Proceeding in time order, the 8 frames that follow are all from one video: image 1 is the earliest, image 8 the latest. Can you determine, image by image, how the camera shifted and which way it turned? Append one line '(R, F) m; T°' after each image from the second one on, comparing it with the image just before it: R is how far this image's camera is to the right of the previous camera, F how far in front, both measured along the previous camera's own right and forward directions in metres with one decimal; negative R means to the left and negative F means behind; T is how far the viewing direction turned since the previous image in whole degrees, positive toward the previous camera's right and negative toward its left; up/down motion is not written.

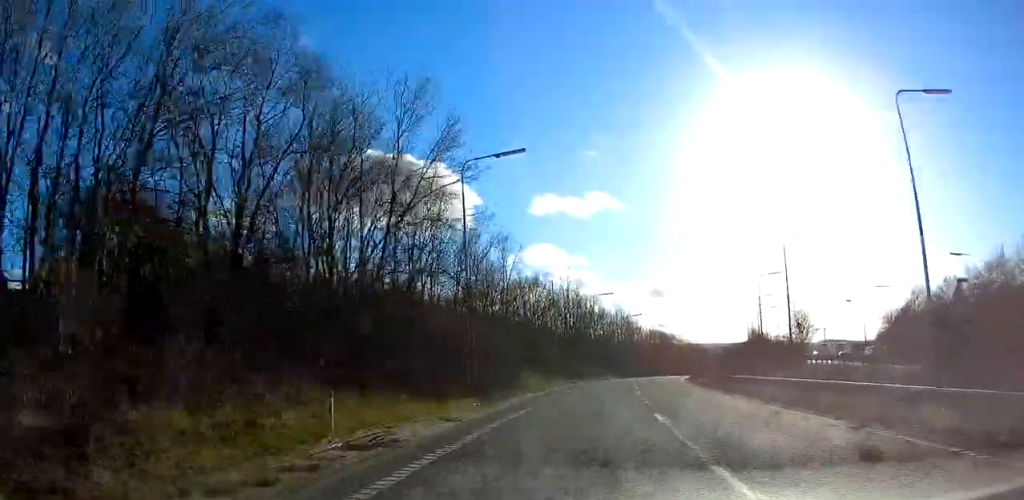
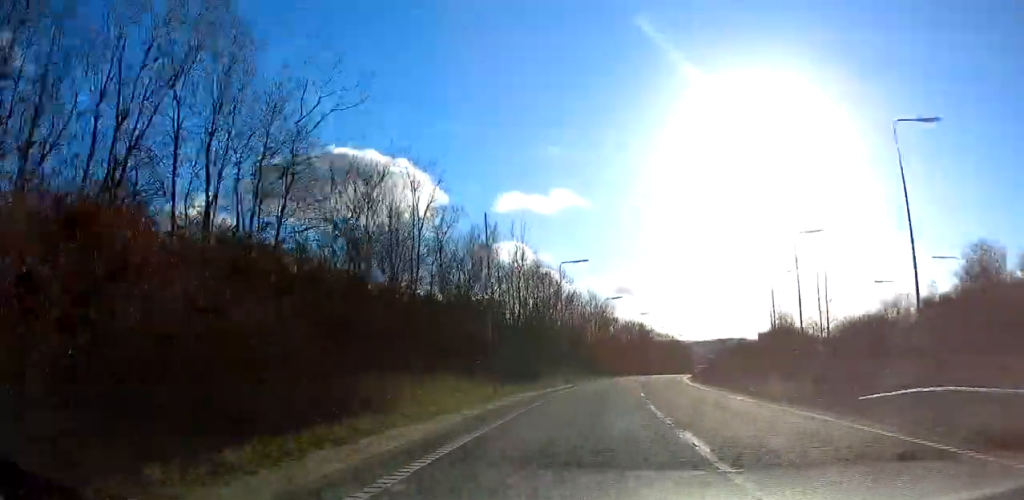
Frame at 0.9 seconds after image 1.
(+0.3, +23.2) m; +2°
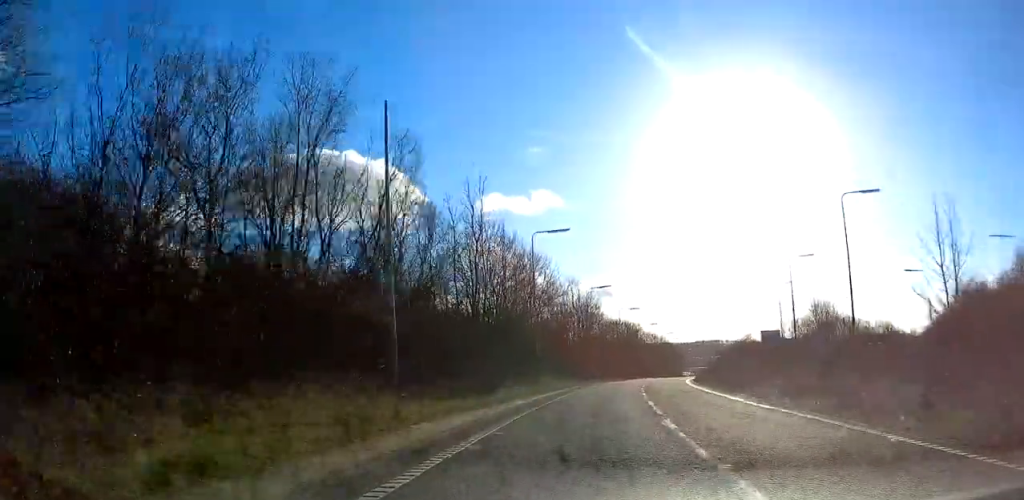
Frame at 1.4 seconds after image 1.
(0.0, +13.7) m; +1°
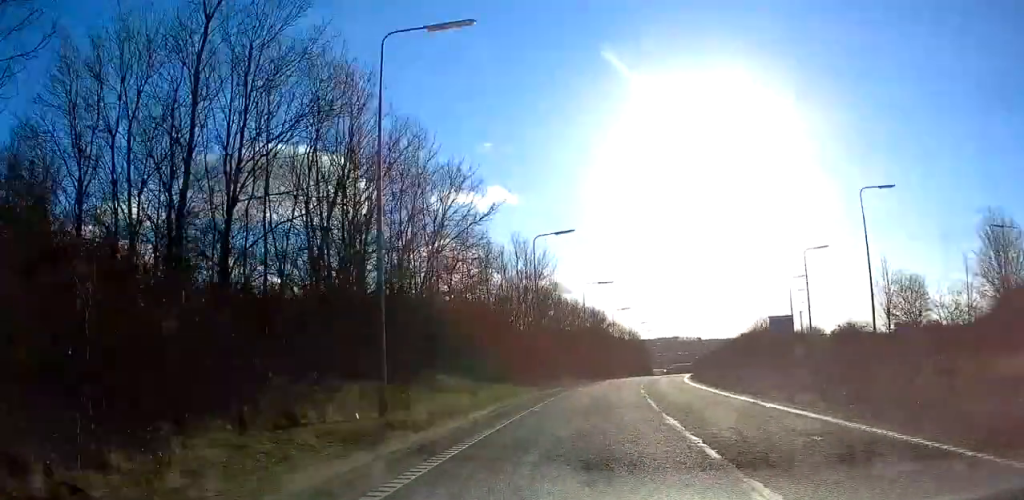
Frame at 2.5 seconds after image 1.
(+0.7, +26.8) m; +4°
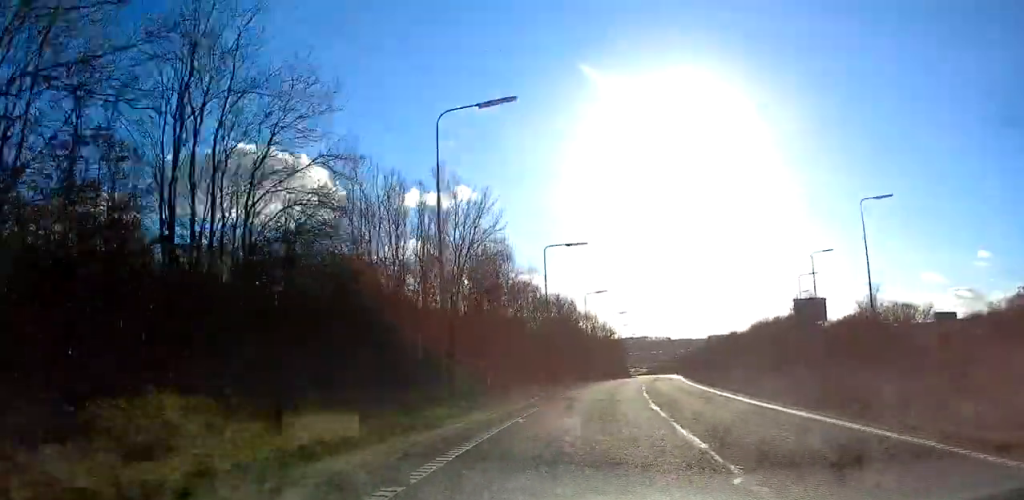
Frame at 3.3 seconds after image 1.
(+0.9, +21.7) m; +3°
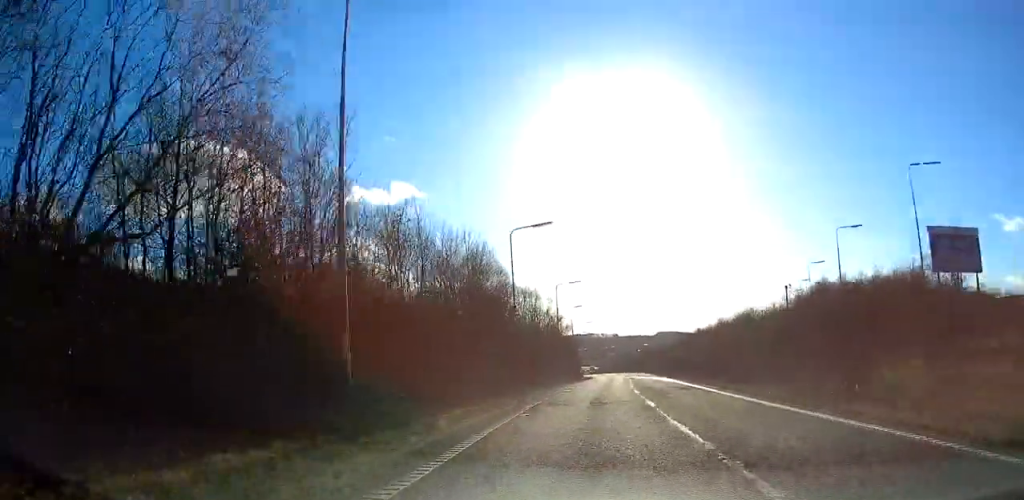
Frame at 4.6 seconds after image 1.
(+1.2, +33.9) m; +4°
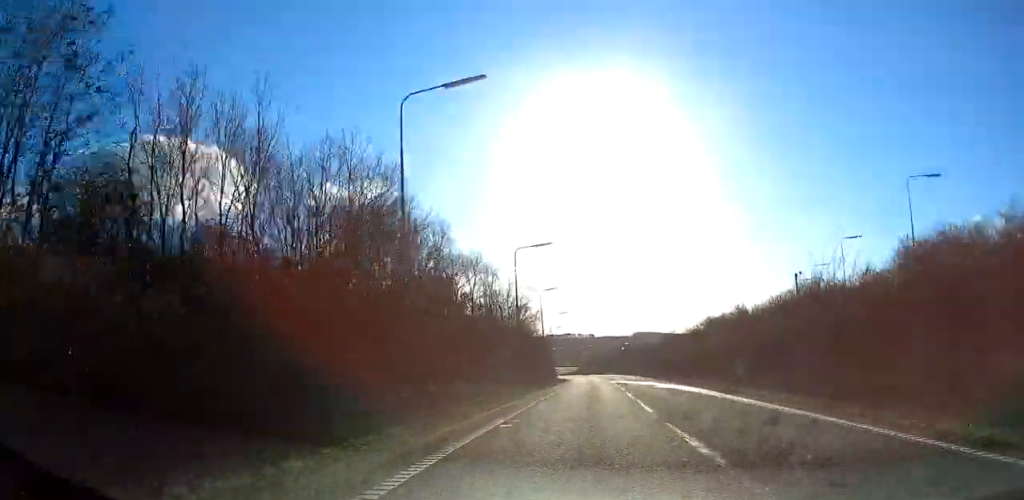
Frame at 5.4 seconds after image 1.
(+0.5, +20.9) m; +2°
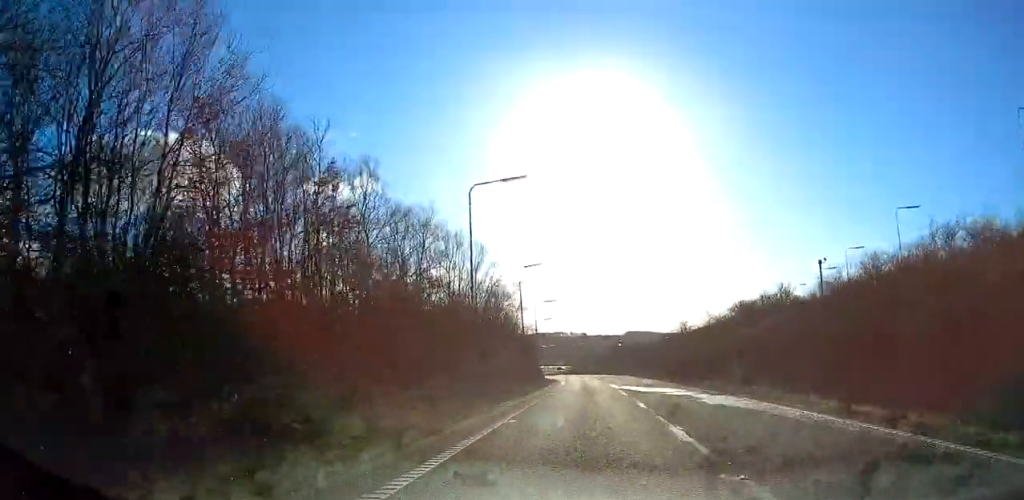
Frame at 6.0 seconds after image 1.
(+0.2, +16.5) m; +1°
